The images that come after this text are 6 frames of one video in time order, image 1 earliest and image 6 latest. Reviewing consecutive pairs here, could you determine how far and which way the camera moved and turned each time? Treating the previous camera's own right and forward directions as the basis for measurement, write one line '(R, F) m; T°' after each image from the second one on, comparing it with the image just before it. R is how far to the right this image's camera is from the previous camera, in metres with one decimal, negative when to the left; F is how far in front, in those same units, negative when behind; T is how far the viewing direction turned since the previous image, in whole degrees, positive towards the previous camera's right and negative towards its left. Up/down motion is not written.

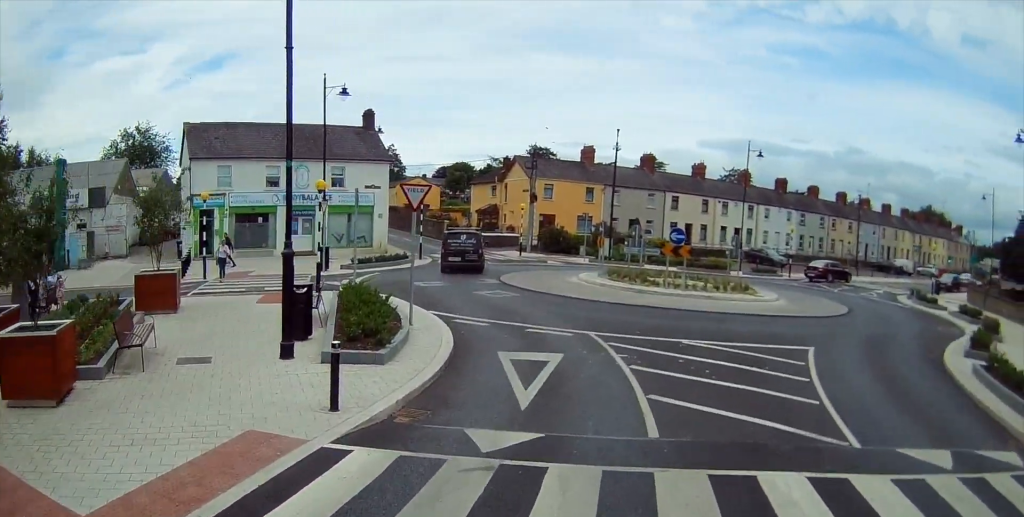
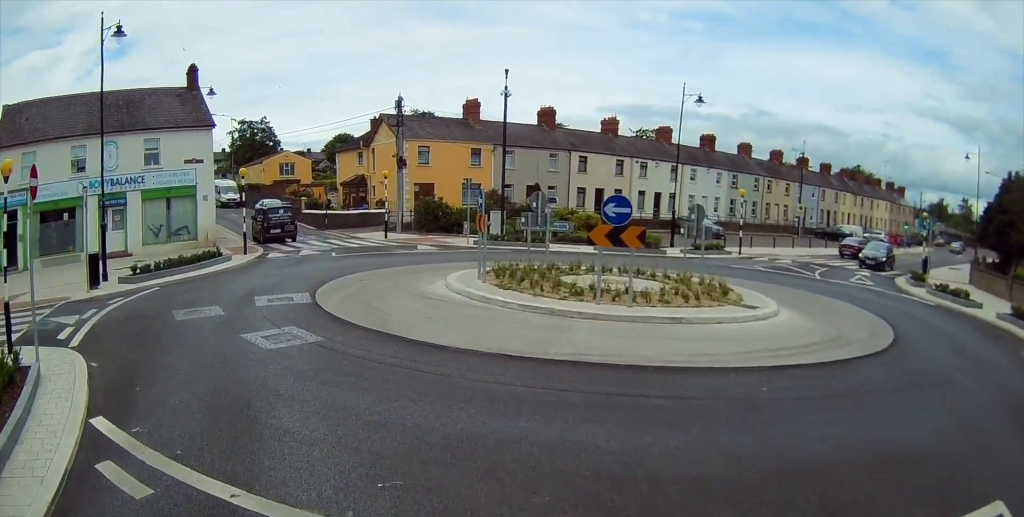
(+0.6, +10.0) m; +1°
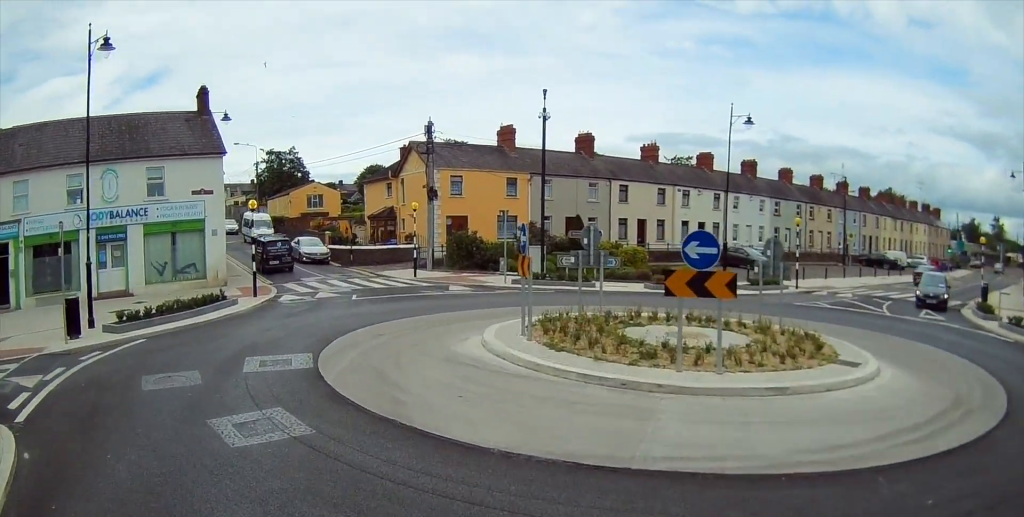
(-0.1, +2.9) m; -3°
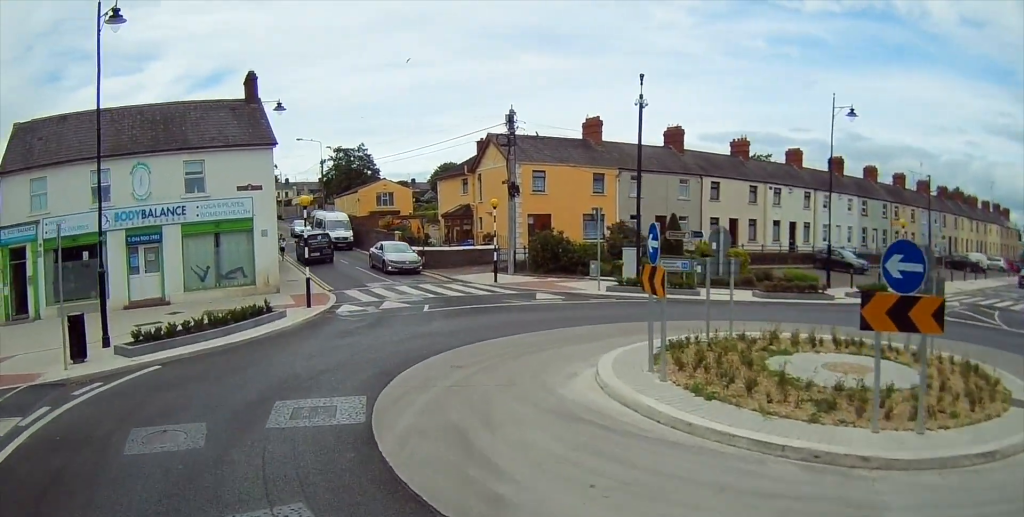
(-0.1, +2.9) m; -3°
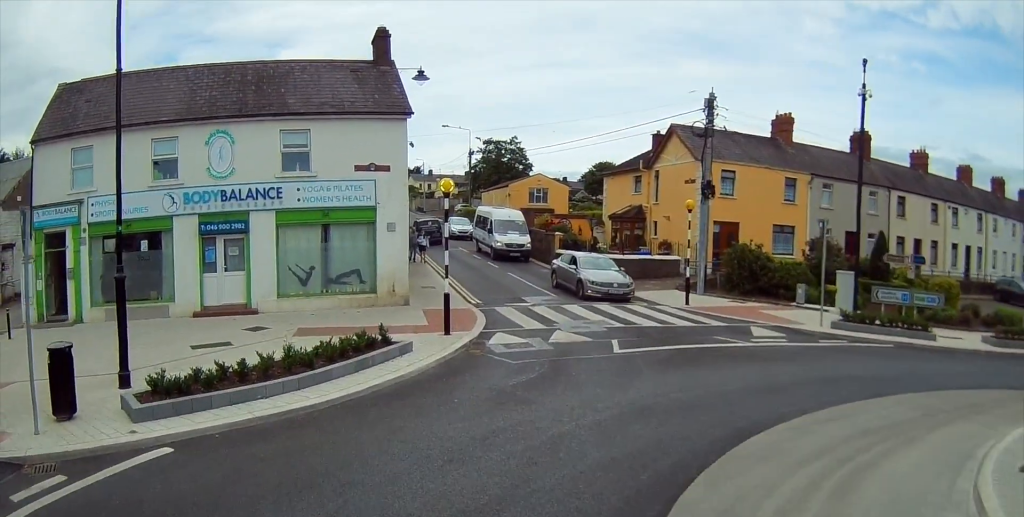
(-0.2, +4.9) m; -11°
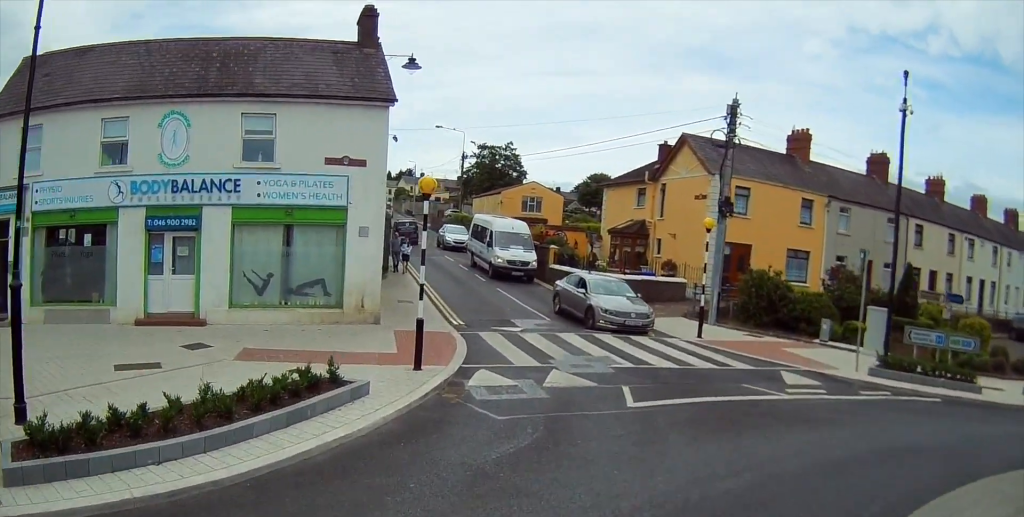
(-0.2, +2.5) m; 0°
